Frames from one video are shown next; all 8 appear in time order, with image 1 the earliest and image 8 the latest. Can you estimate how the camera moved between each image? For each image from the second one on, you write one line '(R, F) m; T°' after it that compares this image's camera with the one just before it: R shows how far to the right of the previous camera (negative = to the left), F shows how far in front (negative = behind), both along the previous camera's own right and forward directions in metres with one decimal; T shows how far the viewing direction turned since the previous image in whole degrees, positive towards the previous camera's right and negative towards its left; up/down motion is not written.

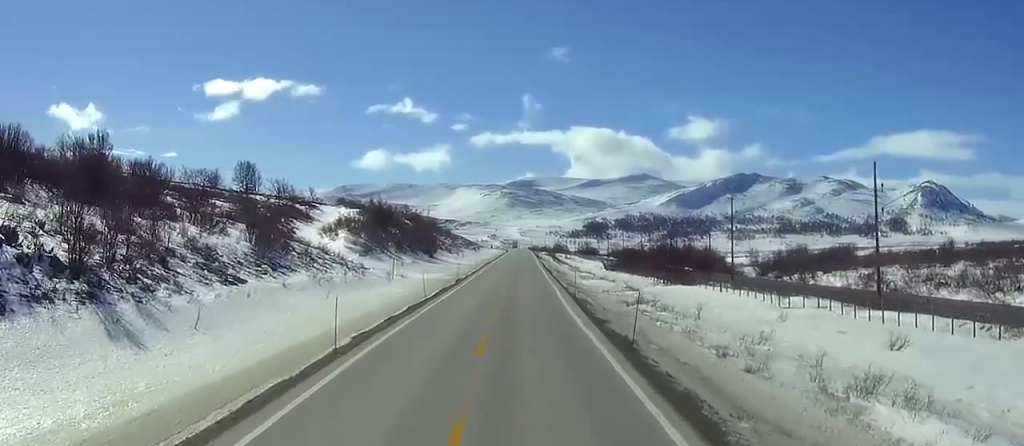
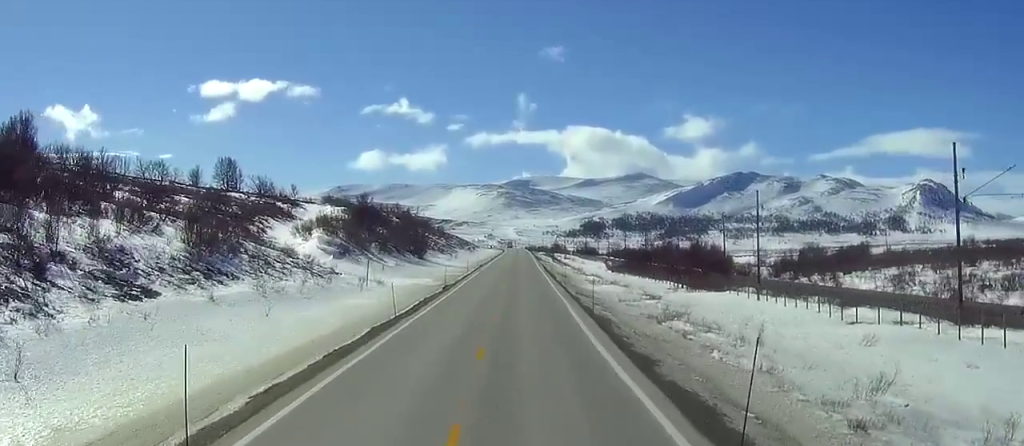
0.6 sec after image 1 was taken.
(+0.1, +12.1) m; +1°
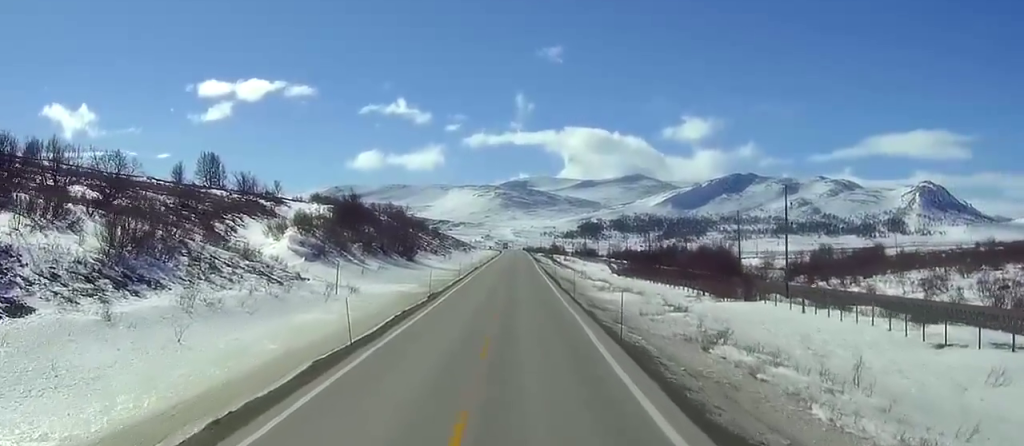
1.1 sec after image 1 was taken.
(-0.1, +10.3) m; +1°
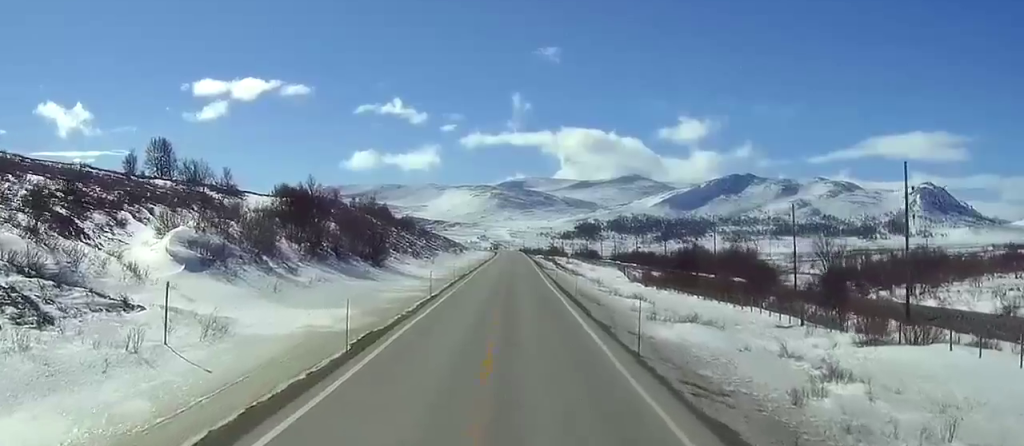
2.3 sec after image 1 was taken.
(+0.2, +26.3) m; -2°
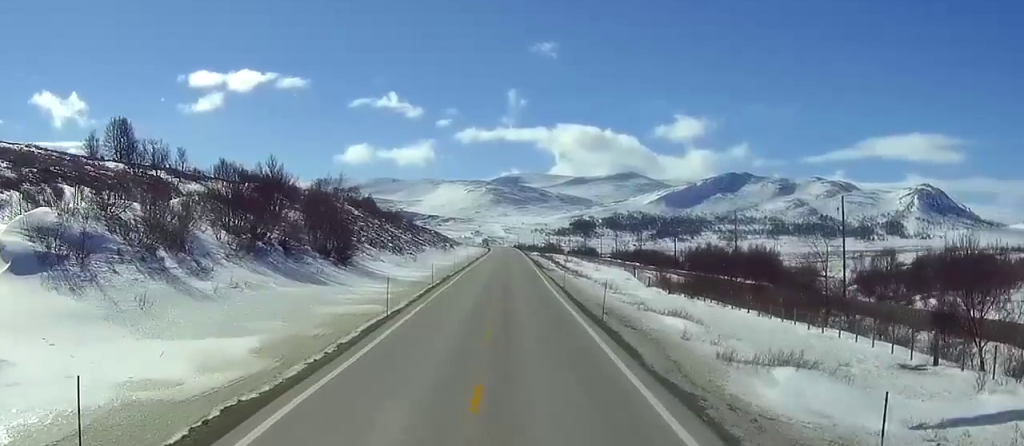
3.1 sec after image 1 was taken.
(-0.8, +16.6) m; -1°
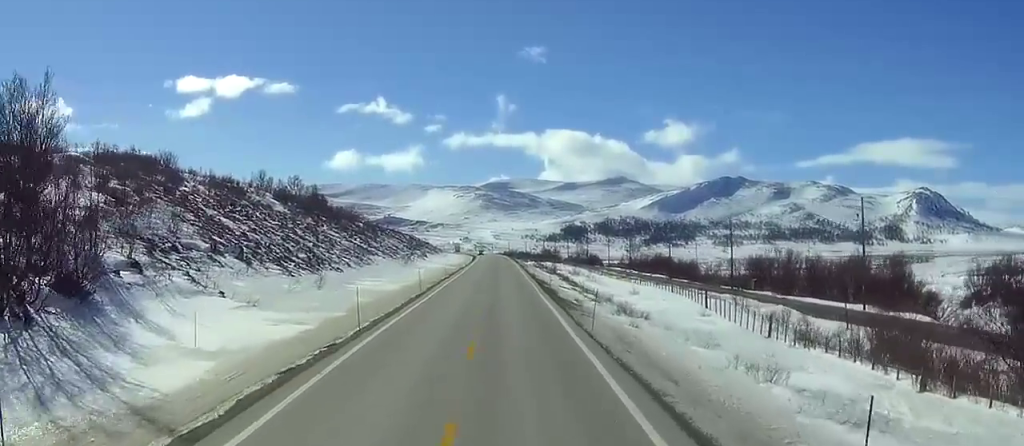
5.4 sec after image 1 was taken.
(+1.5, +49.4) m; +2°
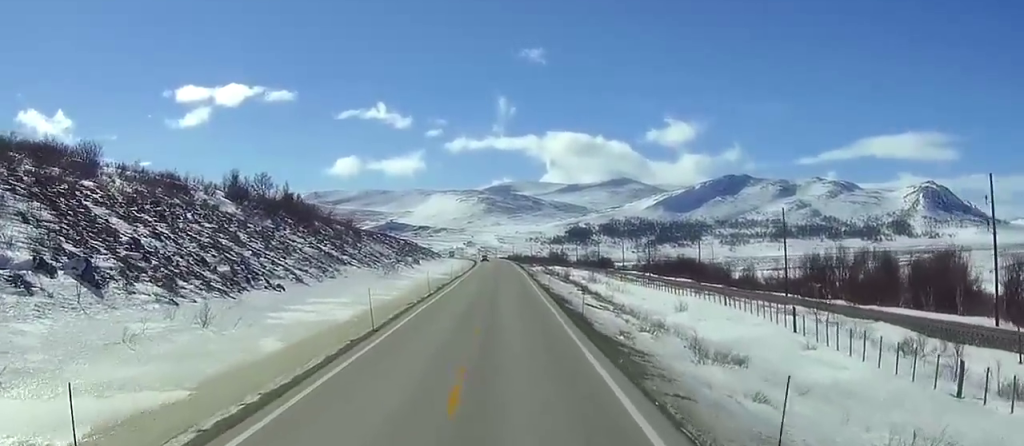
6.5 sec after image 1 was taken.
(-0.1, +22.4) m; 0°
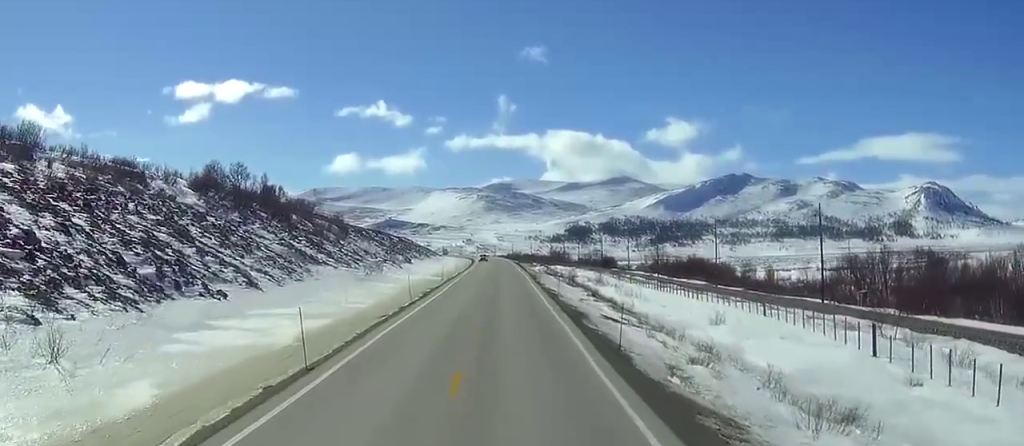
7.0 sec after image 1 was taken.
(0.0, +12.1) m; 0°
